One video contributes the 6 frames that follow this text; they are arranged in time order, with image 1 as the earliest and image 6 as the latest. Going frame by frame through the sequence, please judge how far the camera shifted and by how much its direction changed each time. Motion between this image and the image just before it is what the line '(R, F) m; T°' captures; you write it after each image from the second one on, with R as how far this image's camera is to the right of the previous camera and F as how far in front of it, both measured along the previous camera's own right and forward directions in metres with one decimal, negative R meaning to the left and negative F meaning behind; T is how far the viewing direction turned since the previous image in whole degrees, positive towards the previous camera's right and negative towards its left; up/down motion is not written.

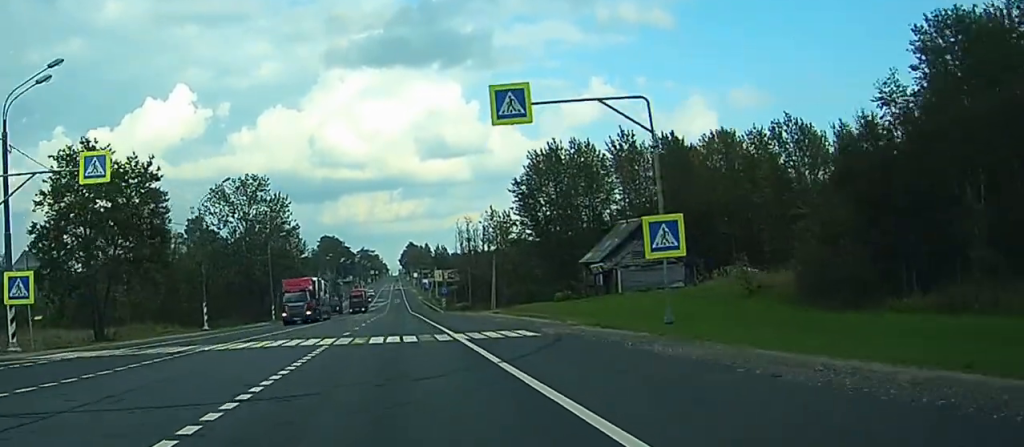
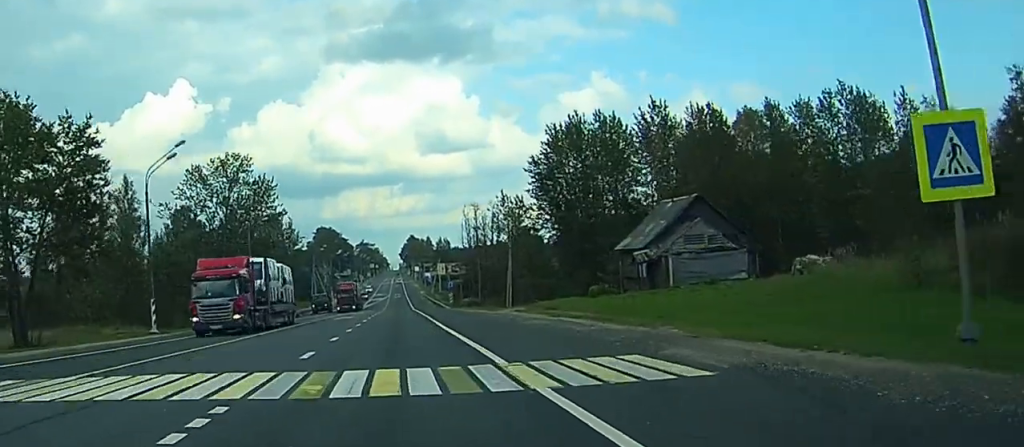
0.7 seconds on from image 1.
(+0.6, +14.3) m; +2°
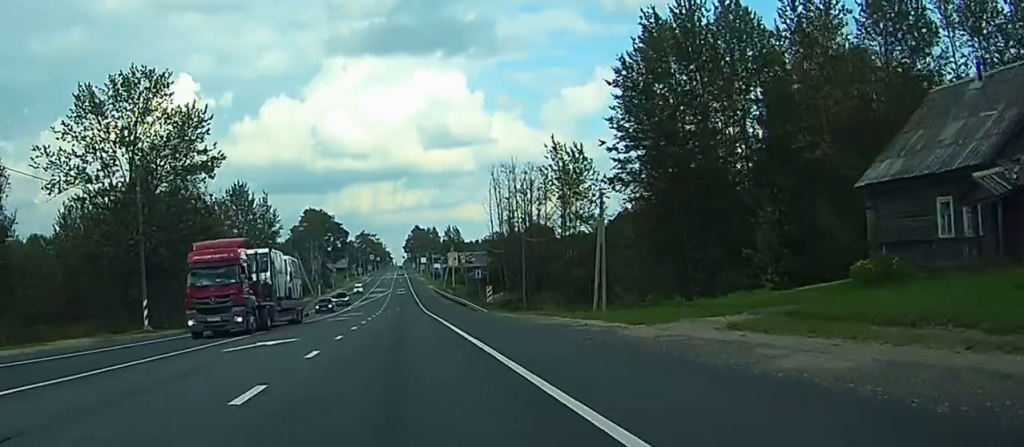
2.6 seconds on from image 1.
(+1.1, +39.1) m; -1°
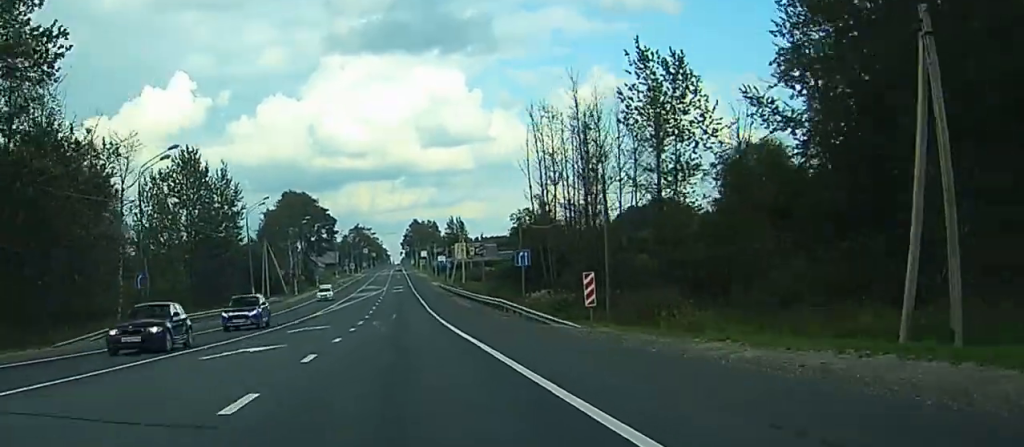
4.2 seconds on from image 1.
(-1.7, +30.9) m; +2°
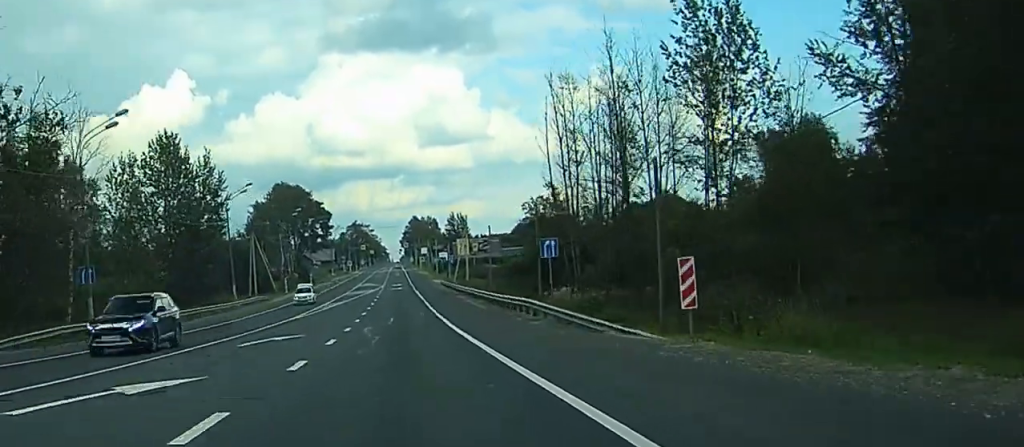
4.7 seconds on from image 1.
(+1.4, +9.1) m; +1°
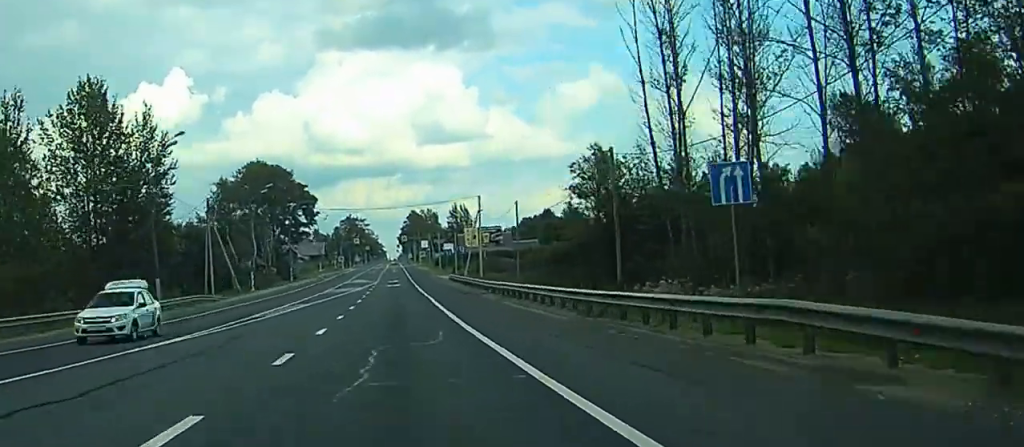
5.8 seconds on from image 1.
(-0.3, +25.0) m; -2°
